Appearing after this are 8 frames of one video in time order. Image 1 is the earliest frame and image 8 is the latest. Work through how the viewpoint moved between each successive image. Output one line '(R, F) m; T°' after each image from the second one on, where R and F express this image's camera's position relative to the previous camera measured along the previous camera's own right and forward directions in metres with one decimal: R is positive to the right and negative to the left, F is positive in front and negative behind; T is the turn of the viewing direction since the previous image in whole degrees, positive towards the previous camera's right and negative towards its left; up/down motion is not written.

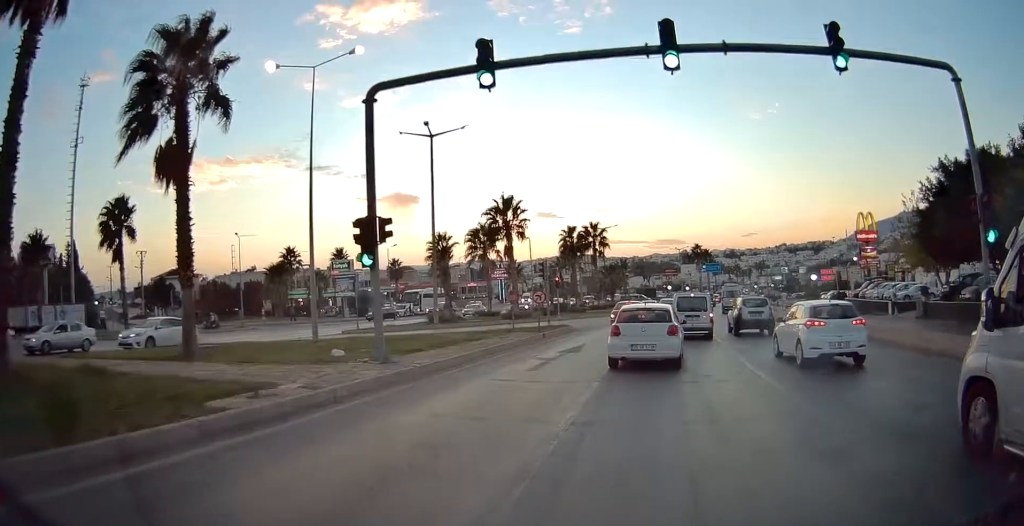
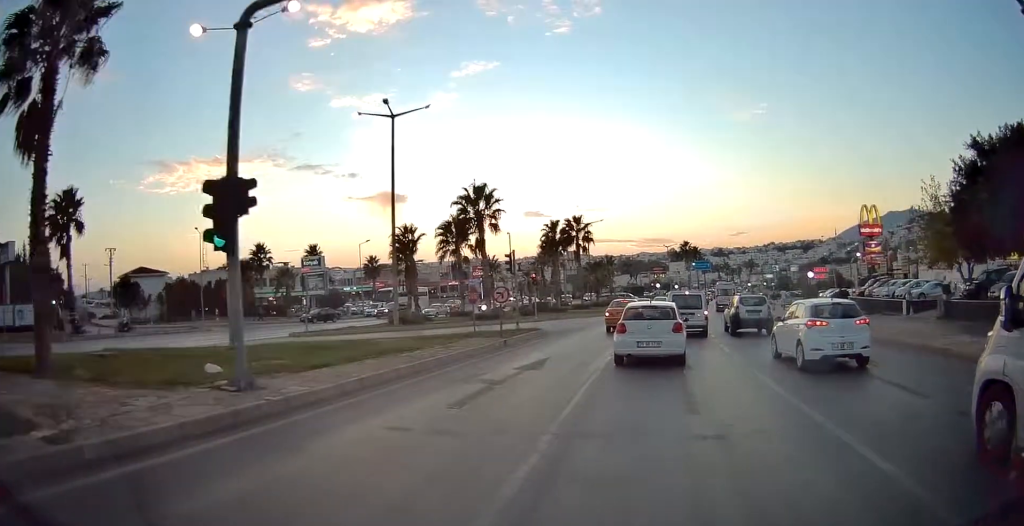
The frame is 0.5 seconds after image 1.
(0.0, +4.0) m; +1°
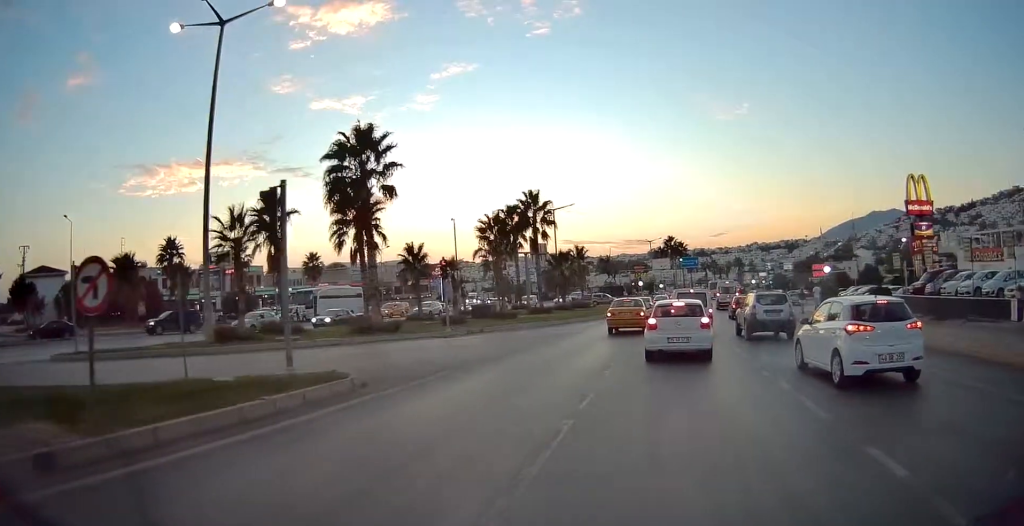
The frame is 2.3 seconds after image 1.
(+0.3, +14.3) m; +2°
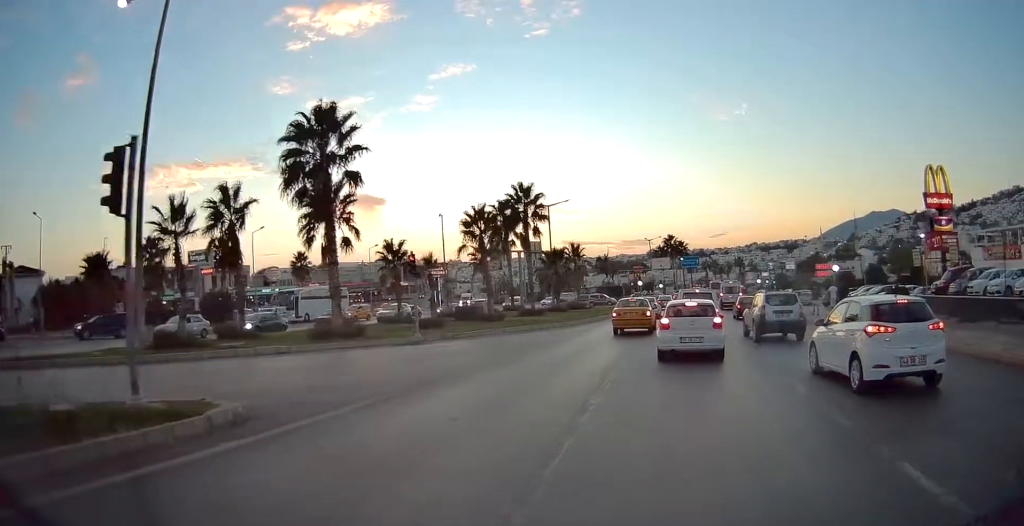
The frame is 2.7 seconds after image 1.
(0.0, +3.5) m; 0°
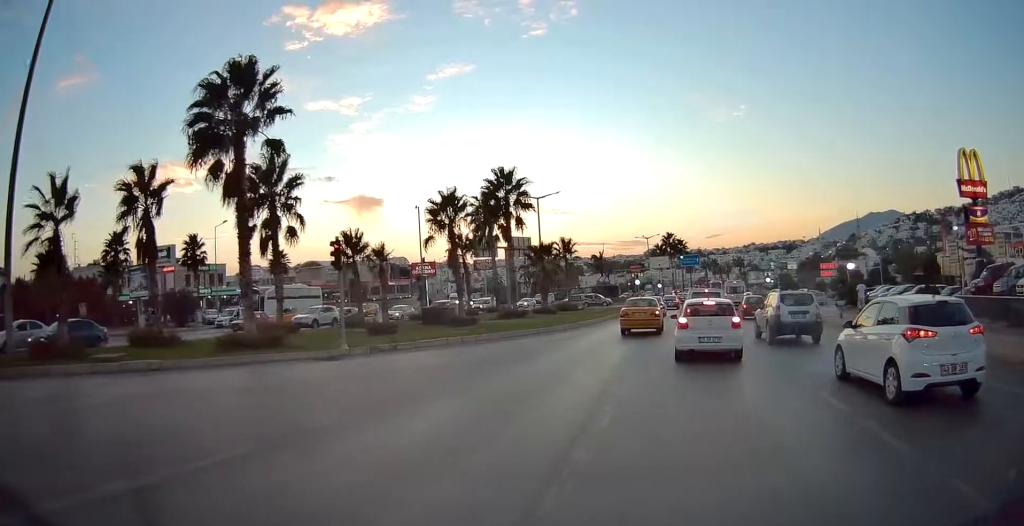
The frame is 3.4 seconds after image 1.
(0.0, +5.6) m; +1°
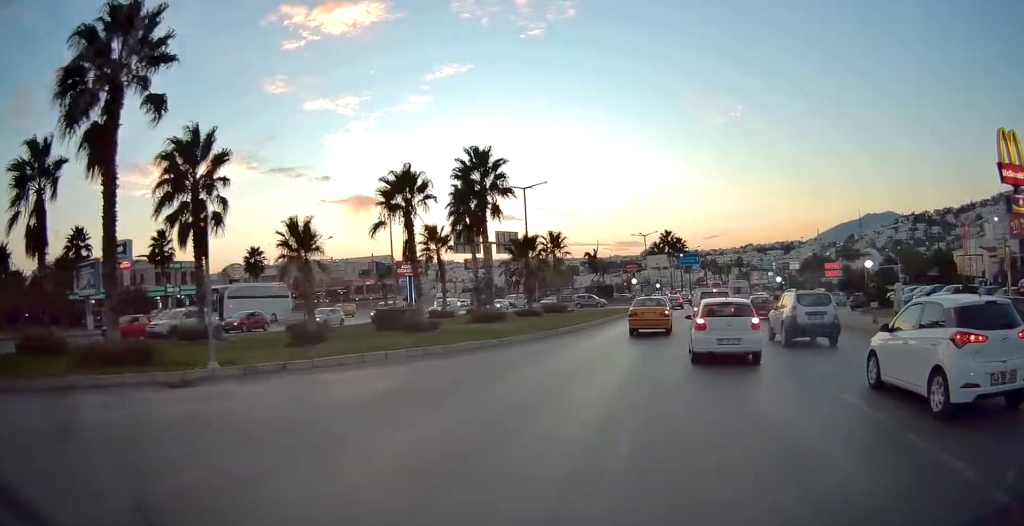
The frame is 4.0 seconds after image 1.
(+0.1, +5.7) m; +1°
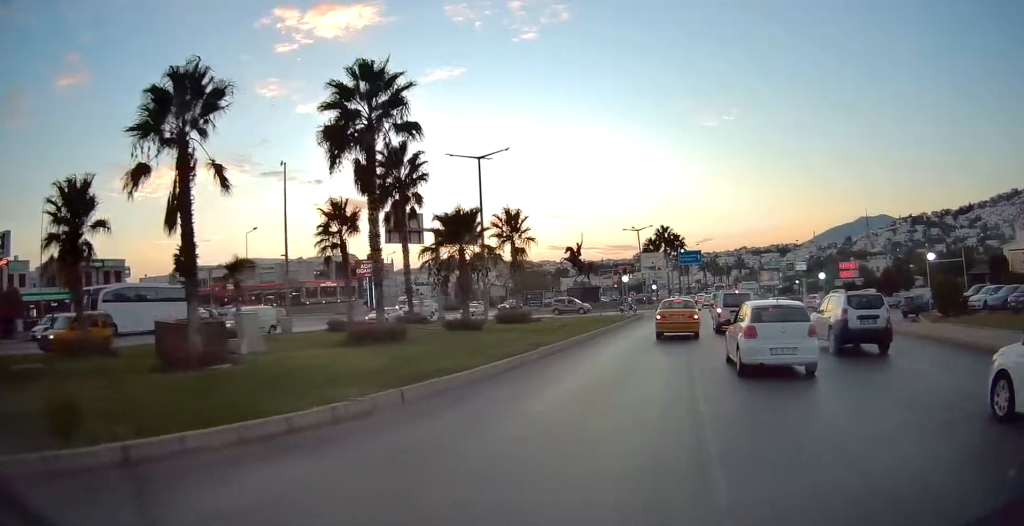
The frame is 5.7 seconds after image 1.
(+0.3, +14.1) m; +2°
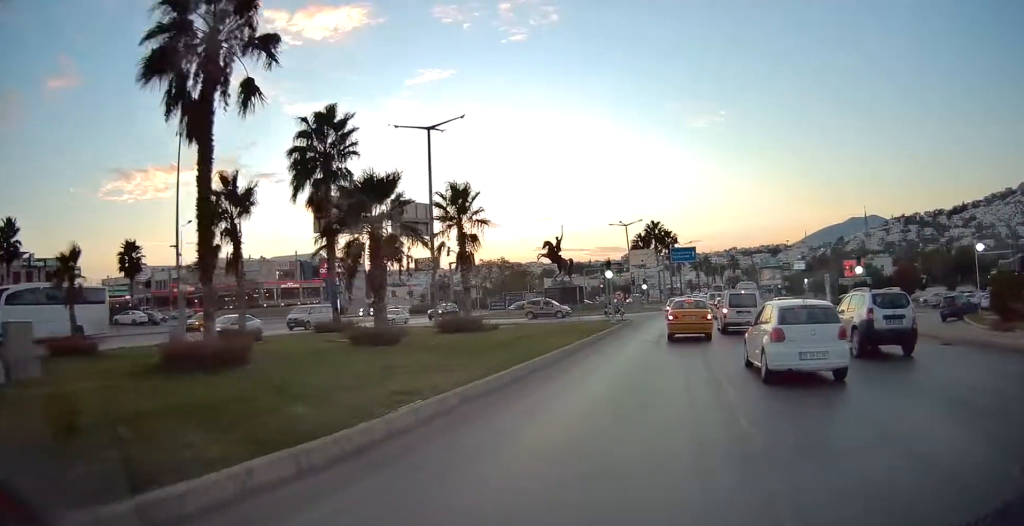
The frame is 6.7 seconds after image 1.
(0.0, +8.4) m; 0°
